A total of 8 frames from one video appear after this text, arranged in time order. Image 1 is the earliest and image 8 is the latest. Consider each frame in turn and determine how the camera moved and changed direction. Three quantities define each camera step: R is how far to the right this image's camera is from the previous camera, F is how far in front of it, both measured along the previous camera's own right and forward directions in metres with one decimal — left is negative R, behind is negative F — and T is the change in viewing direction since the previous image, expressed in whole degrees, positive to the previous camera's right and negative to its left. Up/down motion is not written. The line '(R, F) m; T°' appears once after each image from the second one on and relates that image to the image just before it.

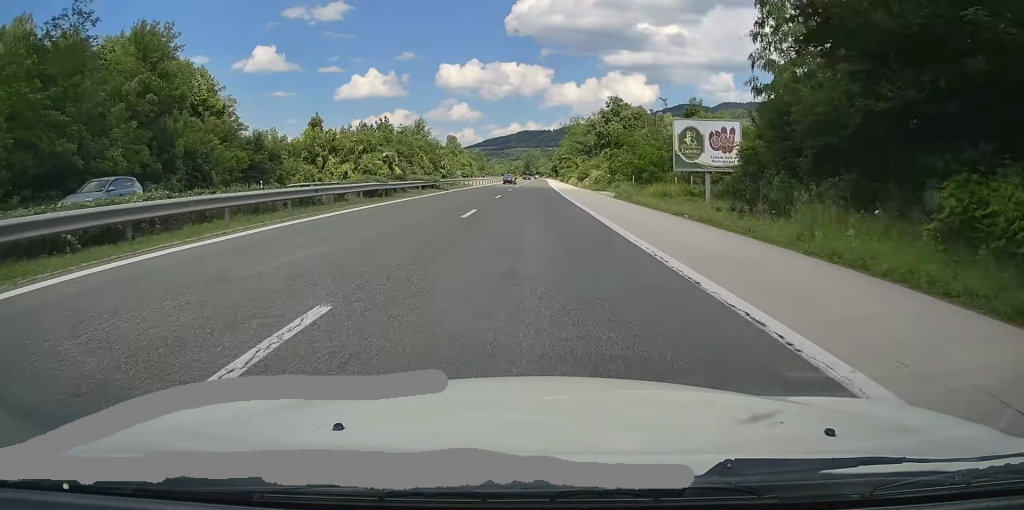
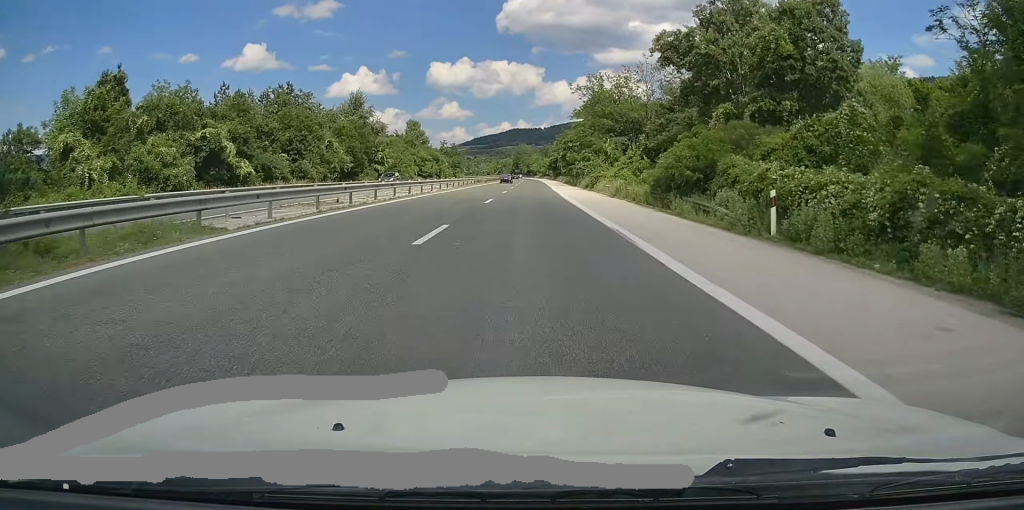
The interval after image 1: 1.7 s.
(+0.9, +55.4) m; +1°
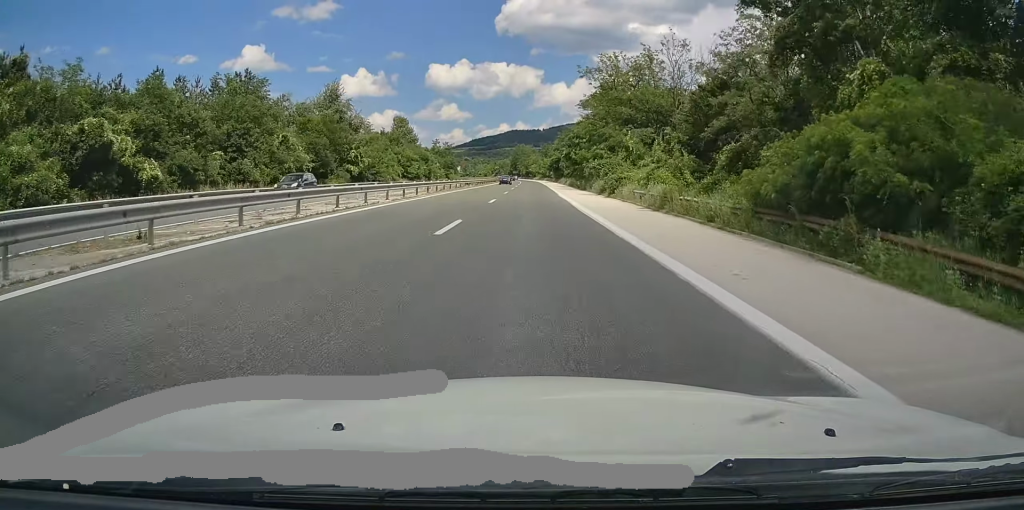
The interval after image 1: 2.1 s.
(-0.2, +14.2) m; 0°
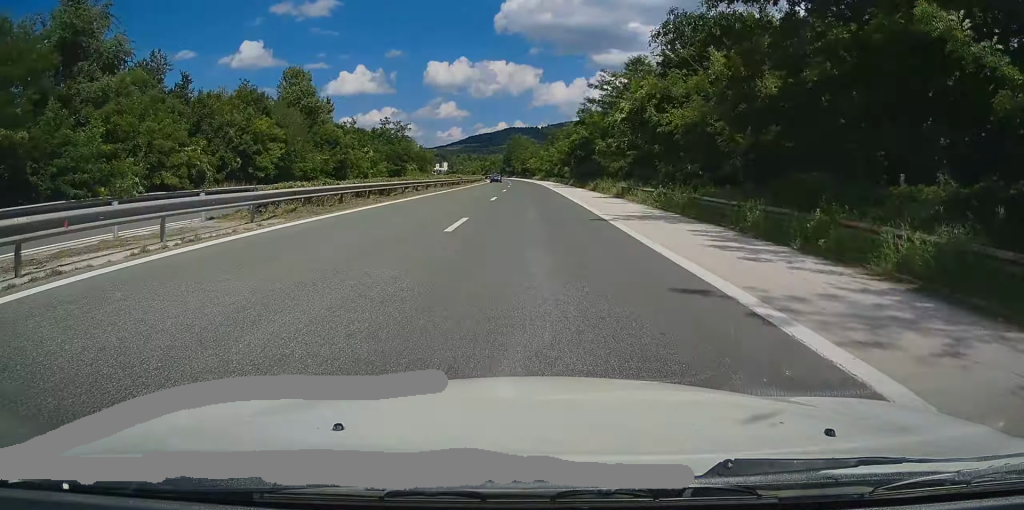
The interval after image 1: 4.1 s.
(+0.5, +64.5) m; +1°
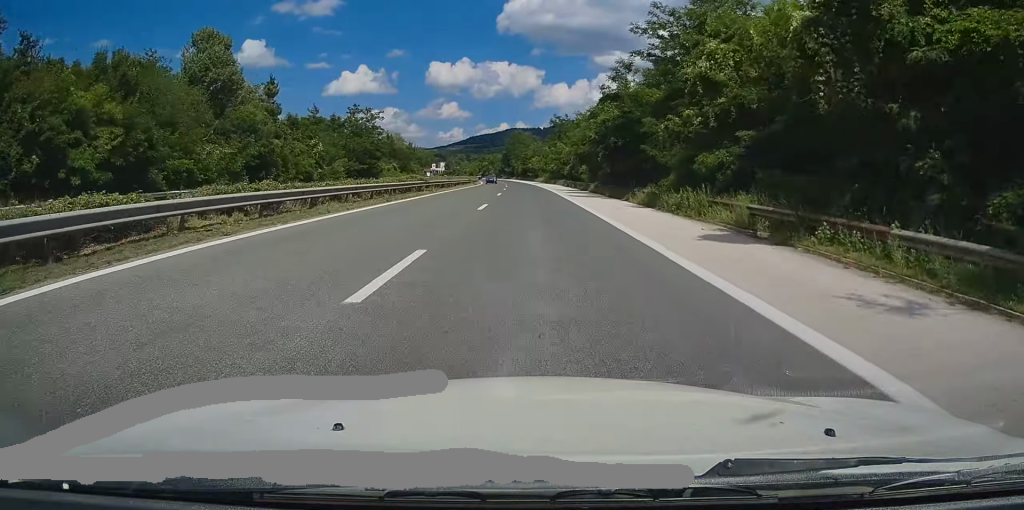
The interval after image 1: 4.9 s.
(0.0, +23.3) m; 0°
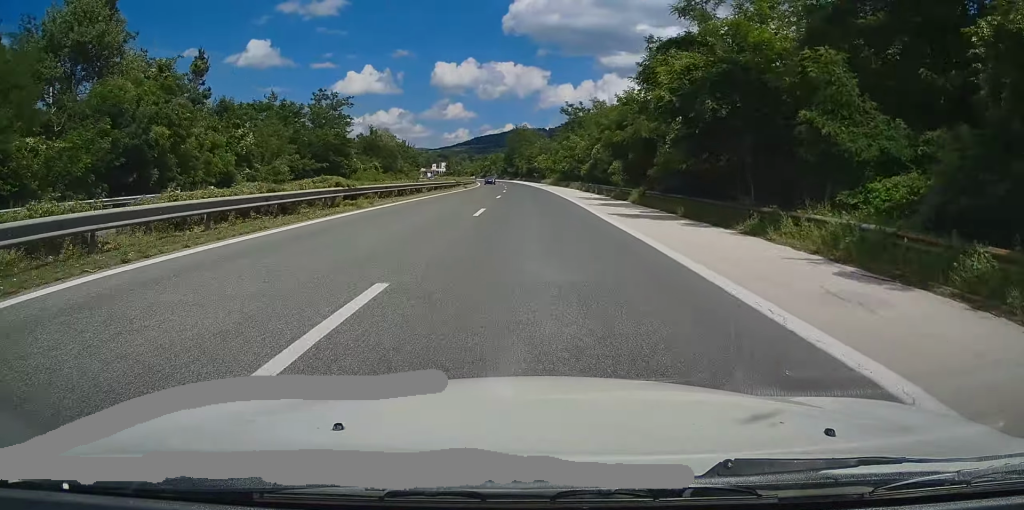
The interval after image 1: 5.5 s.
(+0.1, +19.0) m; 0°
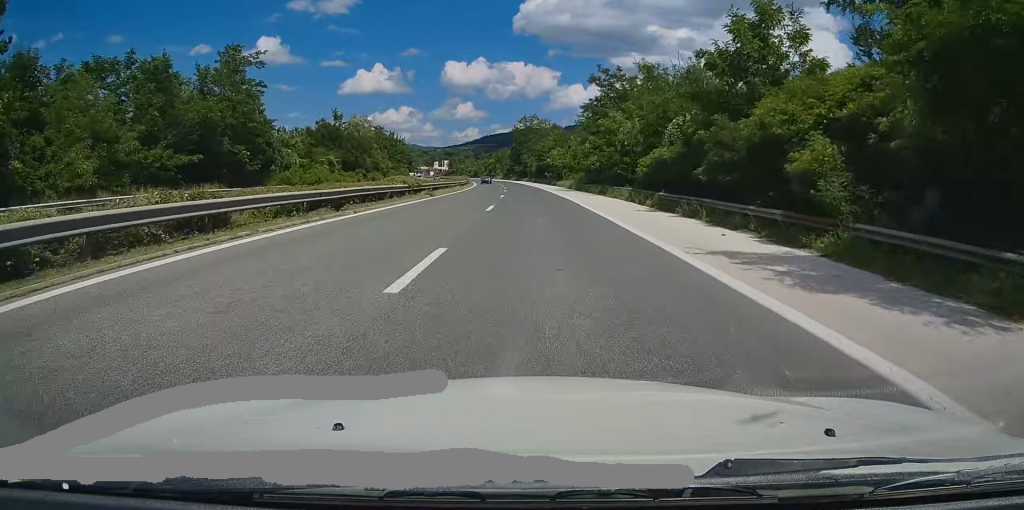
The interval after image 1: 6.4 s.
(-0.4, +28.3) m; -1°
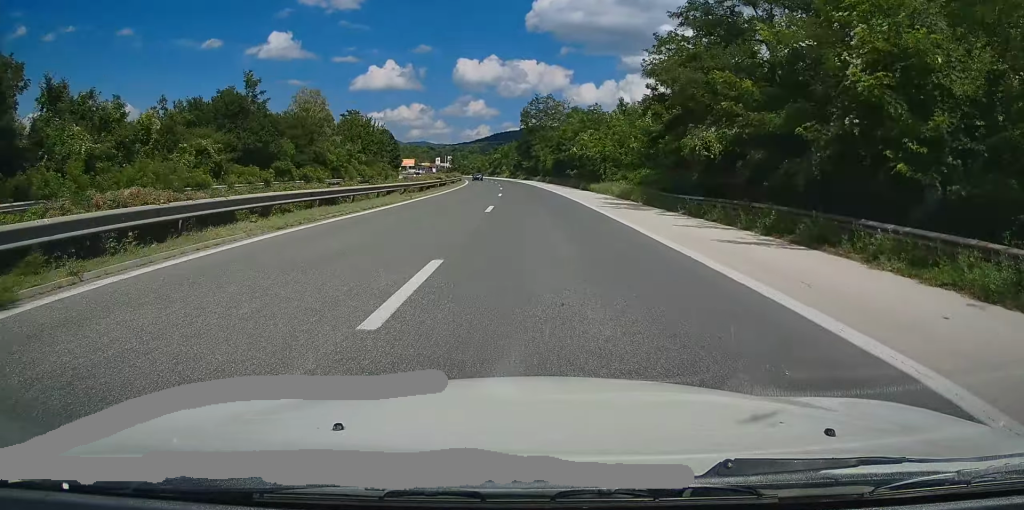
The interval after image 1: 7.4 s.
(-0.1, +33.5) m; 0°
